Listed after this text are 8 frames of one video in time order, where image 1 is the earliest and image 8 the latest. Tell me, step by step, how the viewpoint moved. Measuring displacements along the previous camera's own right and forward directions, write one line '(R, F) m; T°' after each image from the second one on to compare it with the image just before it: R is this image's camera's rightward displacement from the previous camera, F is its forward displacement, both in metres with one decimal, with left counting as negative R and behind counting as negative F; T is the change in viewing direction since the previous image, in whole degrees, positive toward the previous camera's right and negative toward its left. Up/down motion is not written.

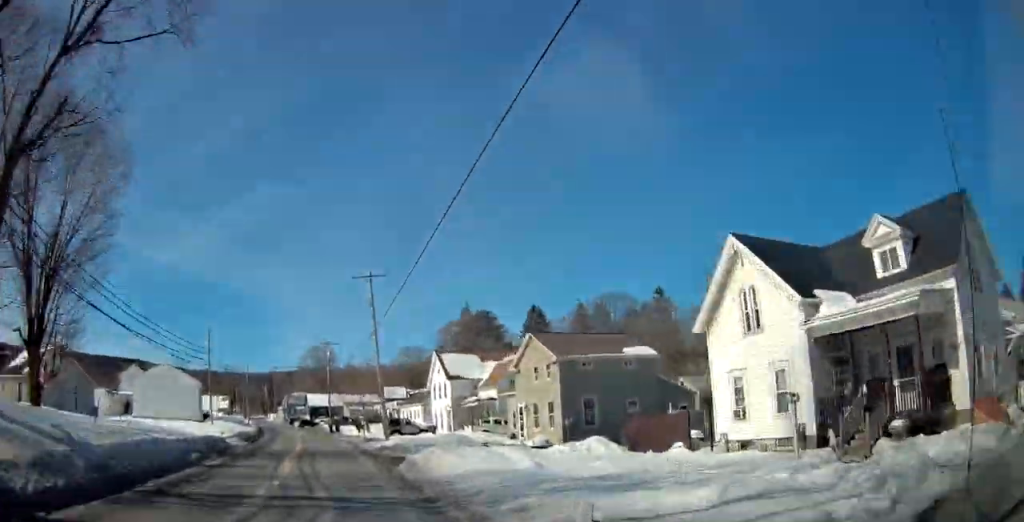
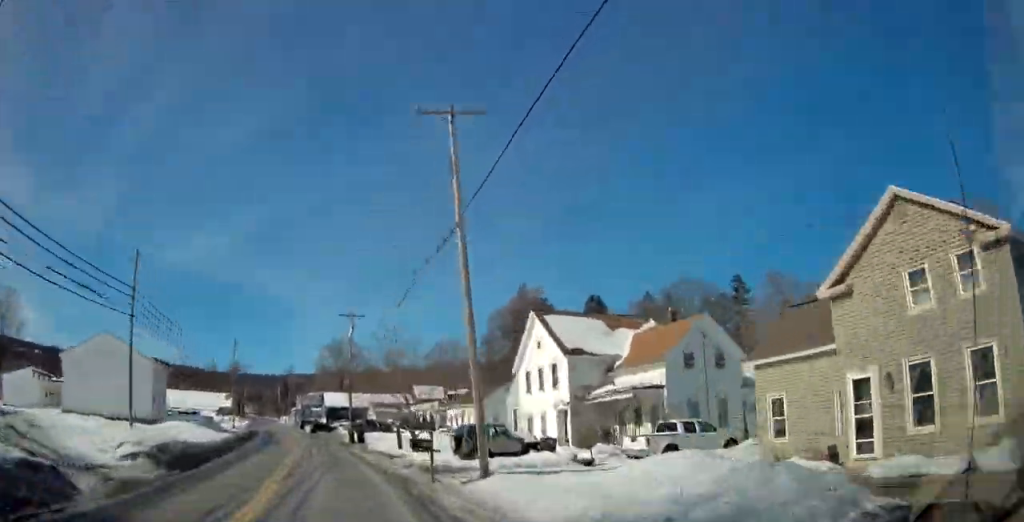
(-0.2, +23.6) m; -2°
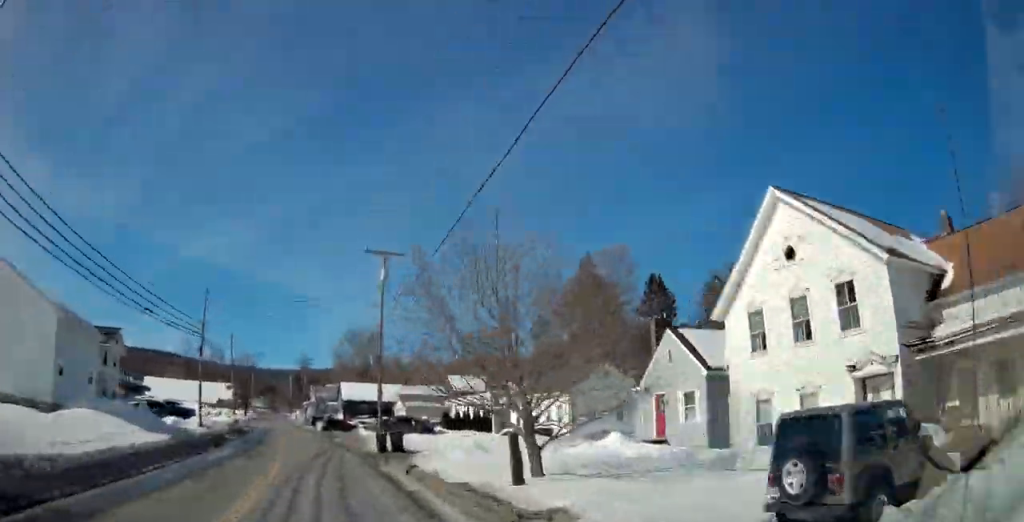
(-0.2, +18.9) m; -2°
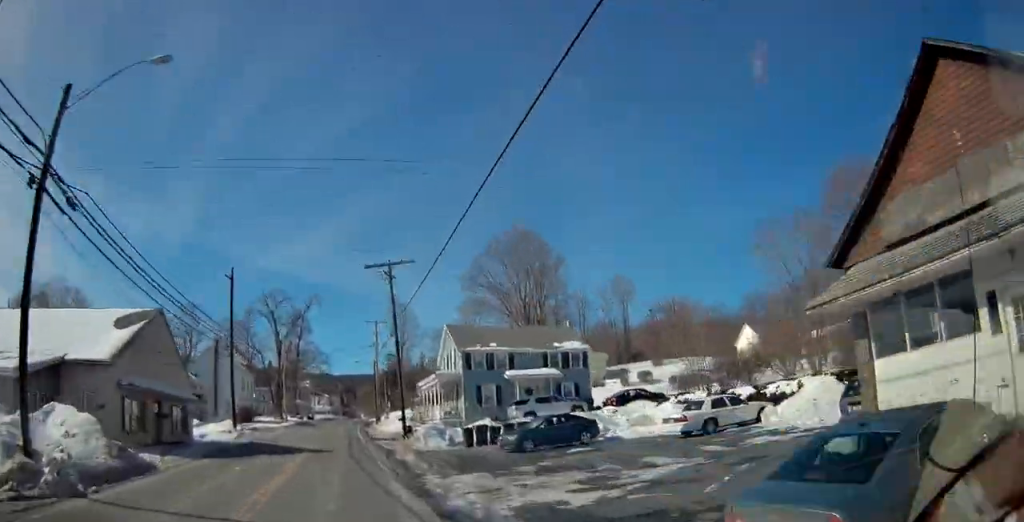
(-8.5, +88.7) m; -8°
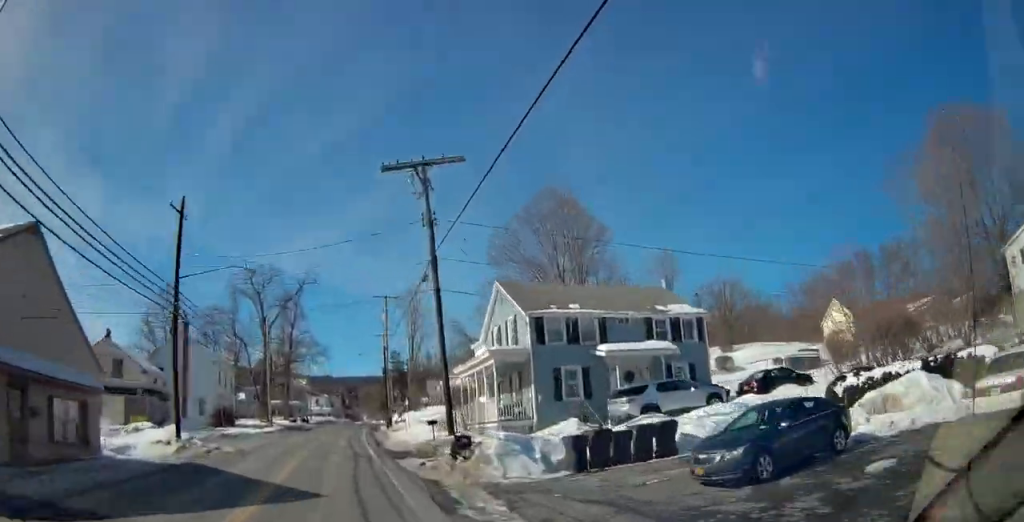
(-0.1, +14.2) m; 0°
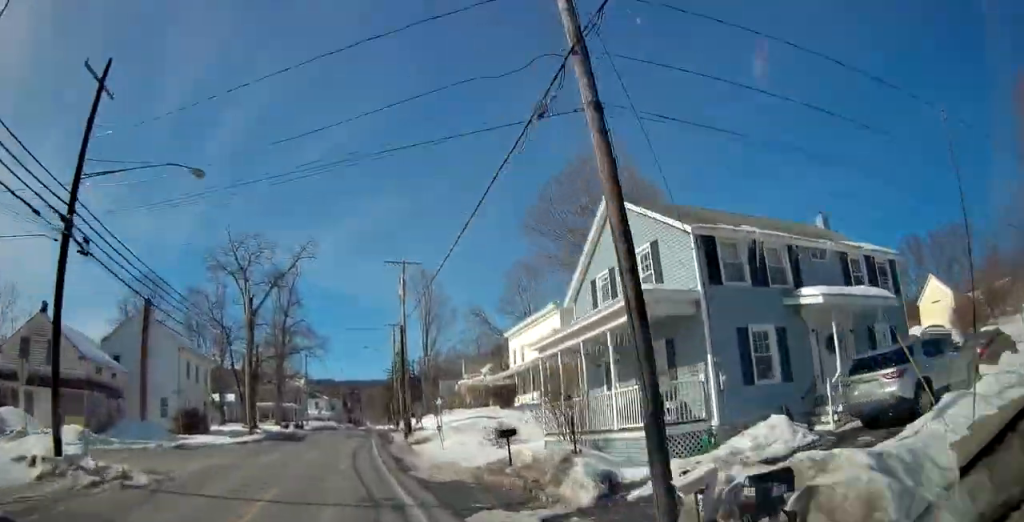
(+0.1, +12.3) m; +1°
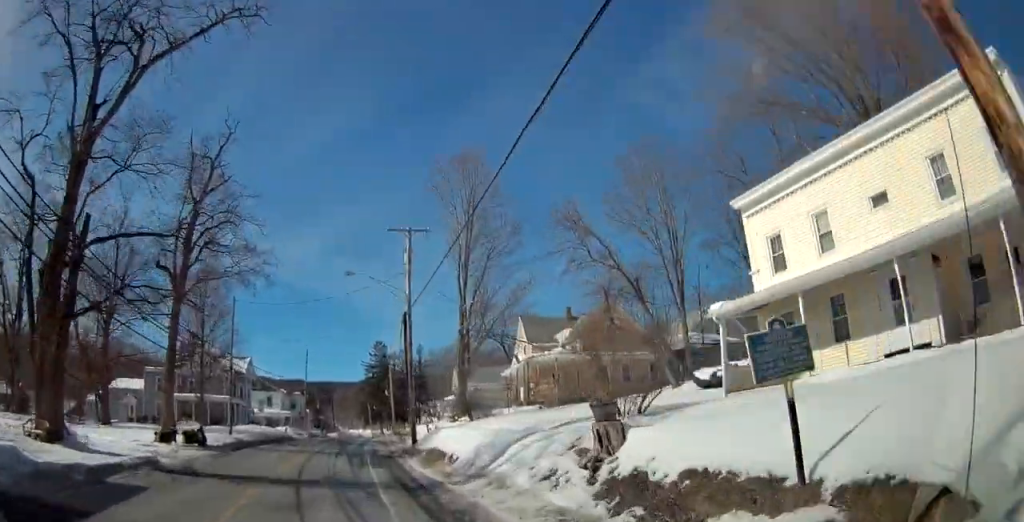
(+0.7, +35.1) m; +2°
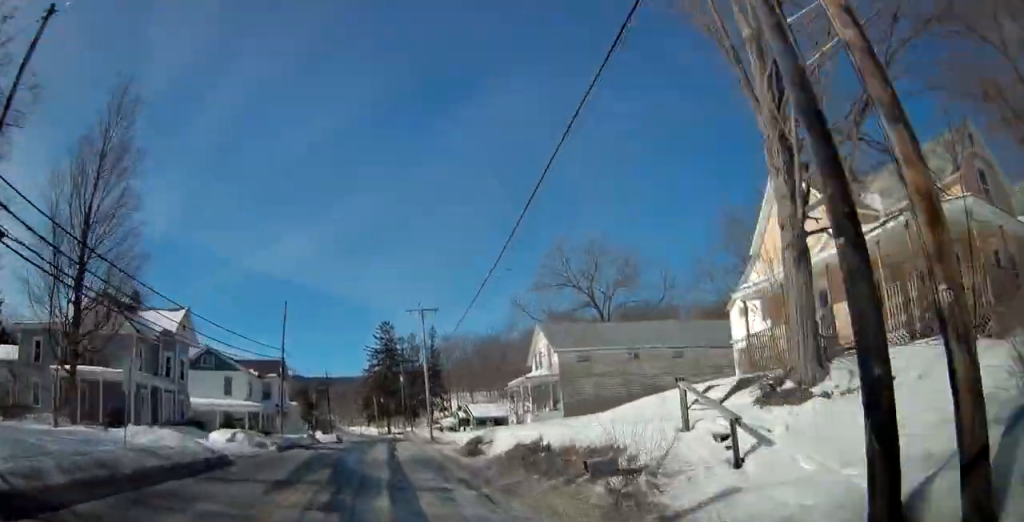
(+0.2, +28.5) m; +1°
